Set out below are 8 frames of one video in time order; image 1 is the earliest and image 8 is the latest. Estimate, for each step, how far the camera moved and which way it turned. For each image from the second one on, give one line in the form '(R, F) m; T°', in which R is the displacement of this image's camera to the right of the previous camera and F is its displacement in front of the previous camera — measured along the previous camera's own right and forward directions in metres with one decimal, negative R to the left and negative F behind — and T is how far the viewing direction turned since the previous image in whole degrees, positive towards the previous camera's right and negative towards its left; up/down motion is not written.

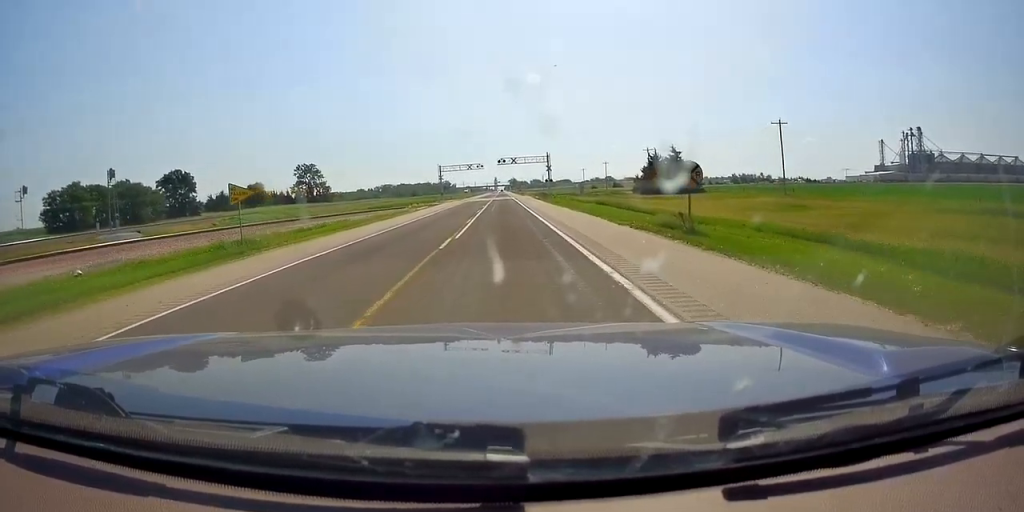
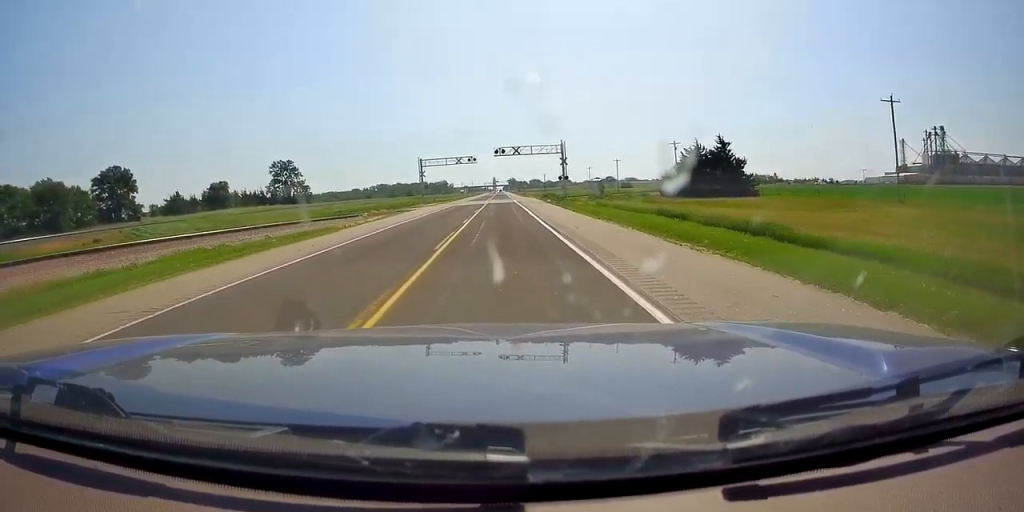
(+0.4, +24.9) m; +2°
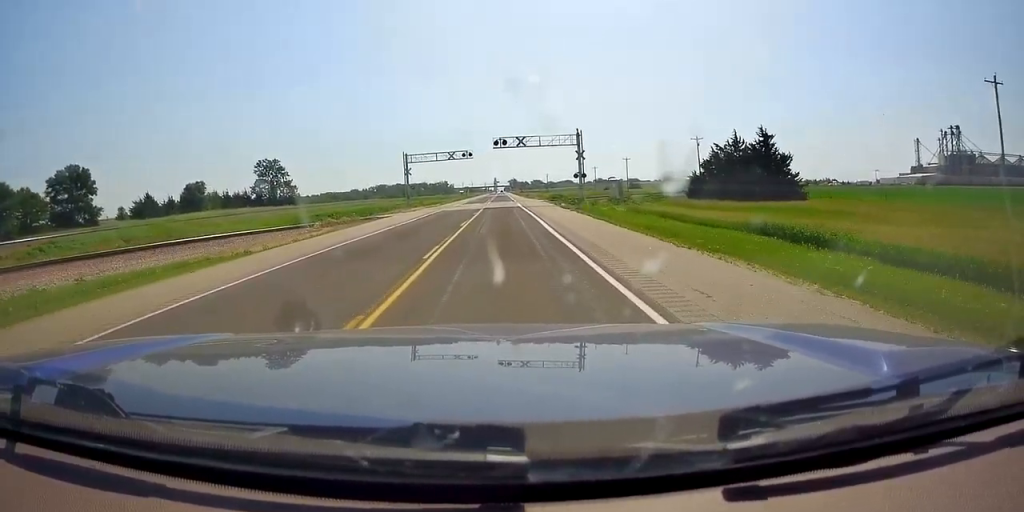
(+0.3, +14.3) m; -1°
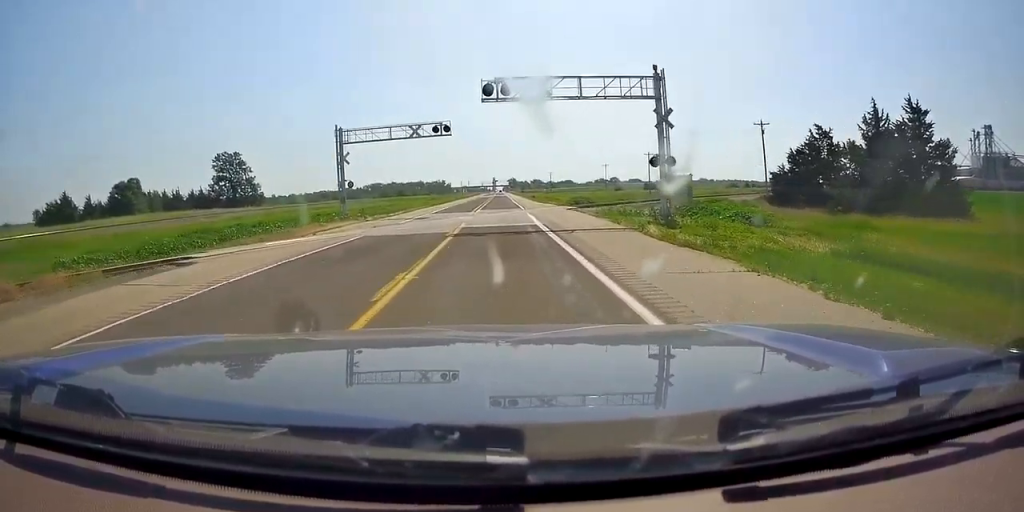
(-0.7, +30.9) m; -2°
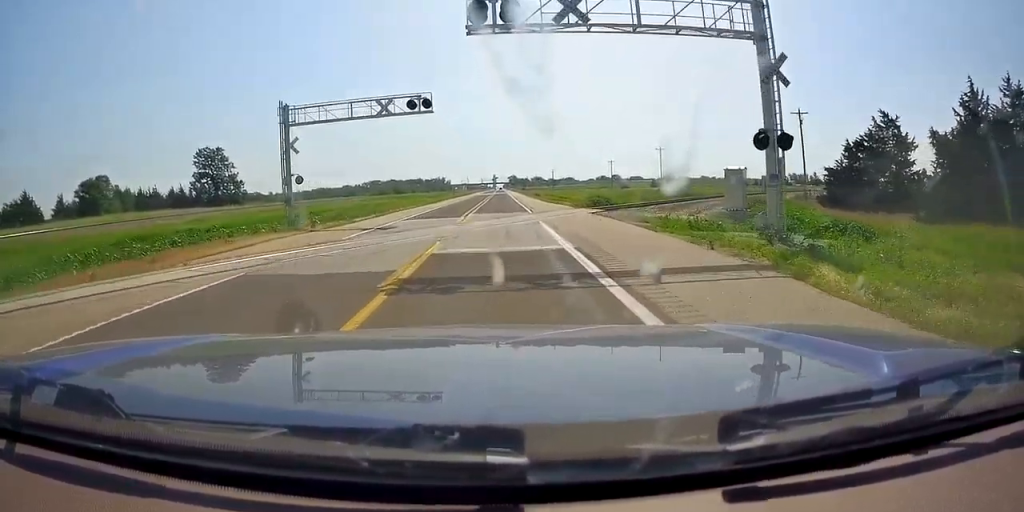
(0.0, +12.1) m; 0°
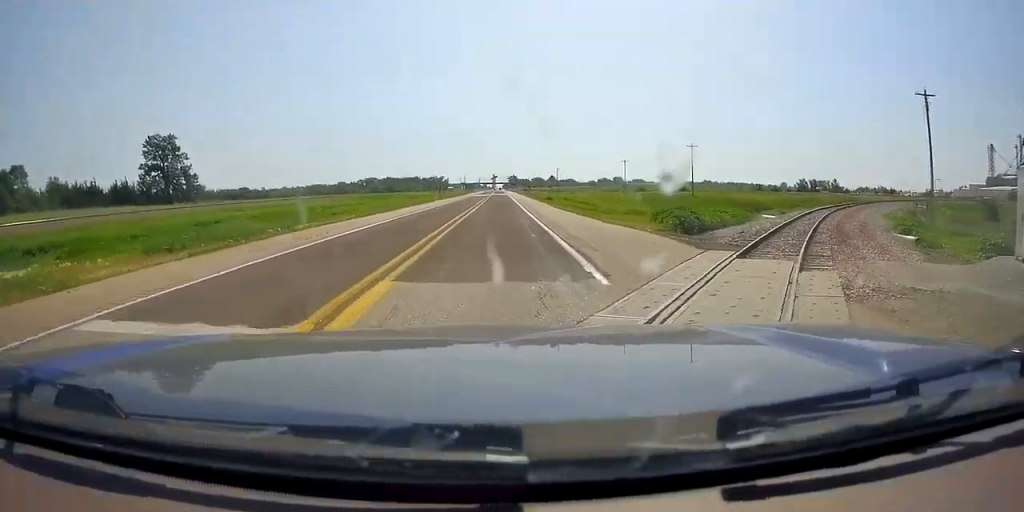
(+0.3, +26.3) m; 0°
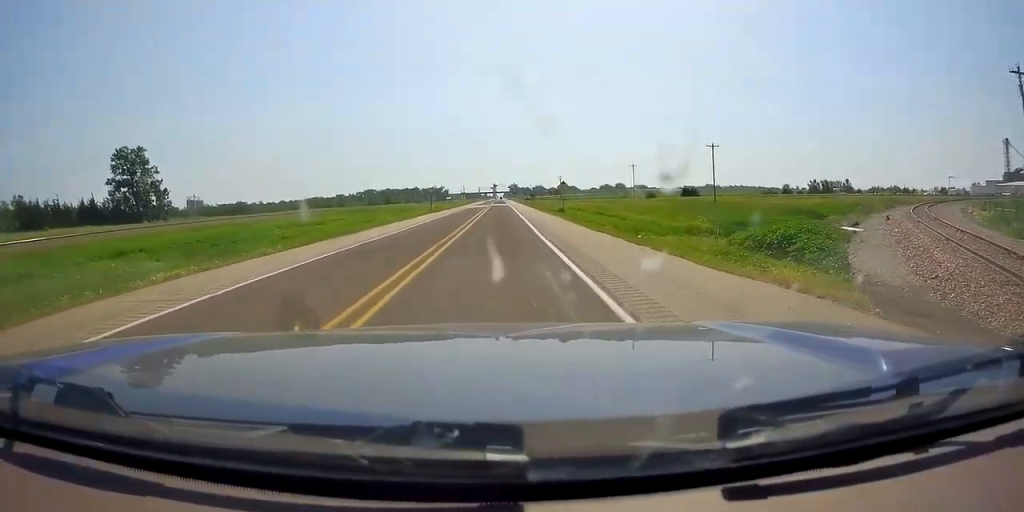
(-0.1, +13.0) m; 0°
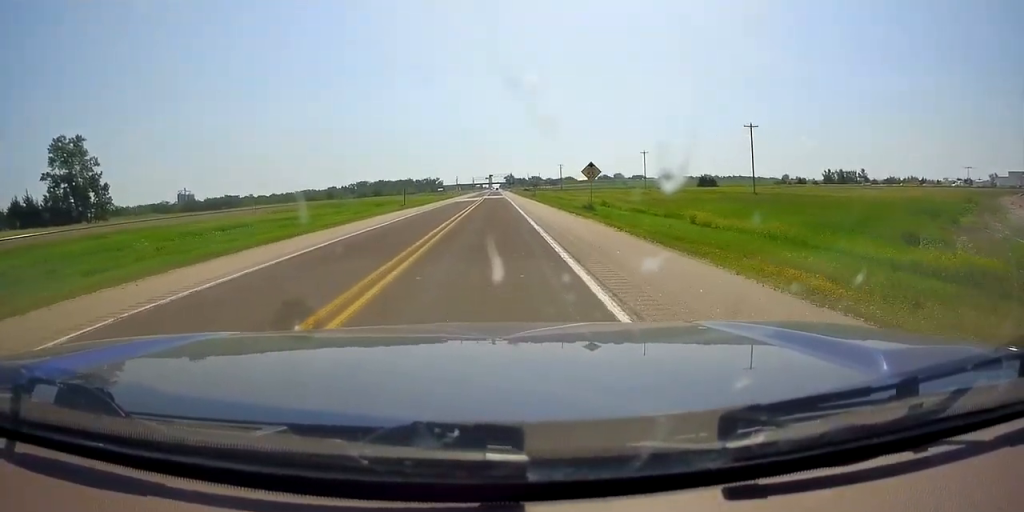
(+0.1, +19.6) m; +1°
